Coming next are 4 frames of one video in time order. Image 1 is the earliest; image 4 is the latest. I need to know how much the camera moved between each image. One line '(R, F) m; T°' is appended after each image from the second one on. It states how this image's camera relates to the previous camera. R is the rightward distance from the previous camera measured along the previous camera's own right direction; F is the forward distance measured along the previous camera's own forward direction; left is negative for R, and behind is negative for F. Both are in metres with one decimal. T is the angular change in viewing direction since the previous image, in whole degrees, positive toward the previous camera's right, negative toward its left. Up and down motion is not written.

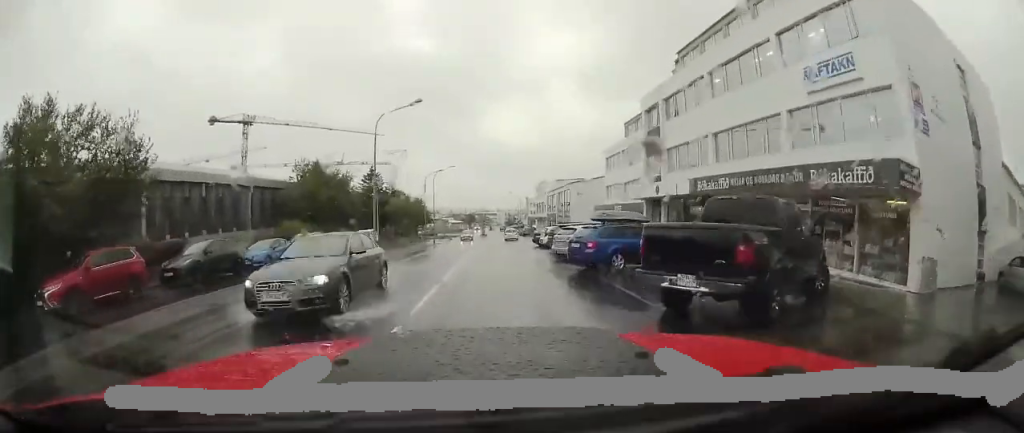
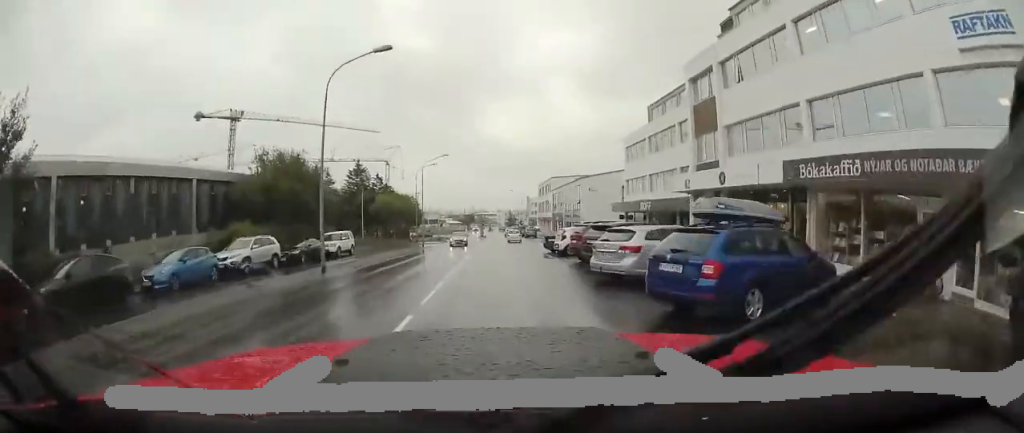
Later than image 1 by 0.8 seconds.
(-0.4, +7.0) m; -2°
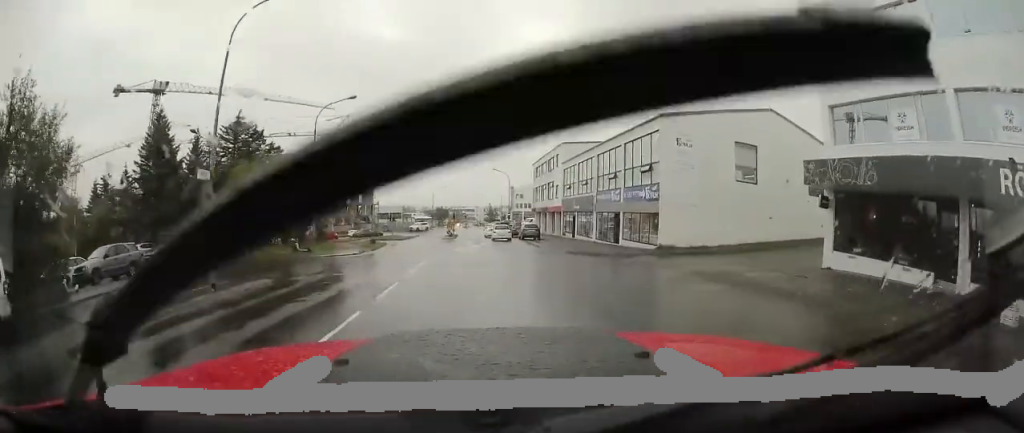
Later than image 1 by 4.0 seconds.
(+0.7, +26.5) m; +4°
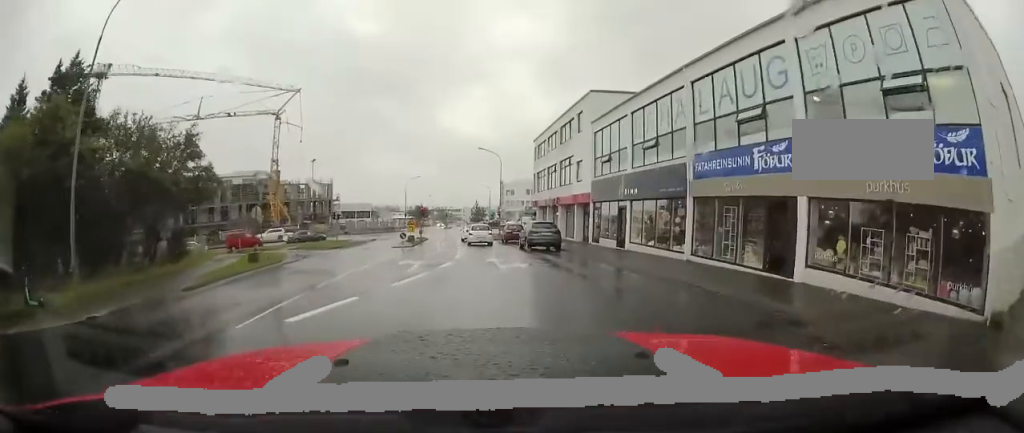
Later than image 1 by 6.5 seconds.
(+1.2, +17.7) m; +3°
